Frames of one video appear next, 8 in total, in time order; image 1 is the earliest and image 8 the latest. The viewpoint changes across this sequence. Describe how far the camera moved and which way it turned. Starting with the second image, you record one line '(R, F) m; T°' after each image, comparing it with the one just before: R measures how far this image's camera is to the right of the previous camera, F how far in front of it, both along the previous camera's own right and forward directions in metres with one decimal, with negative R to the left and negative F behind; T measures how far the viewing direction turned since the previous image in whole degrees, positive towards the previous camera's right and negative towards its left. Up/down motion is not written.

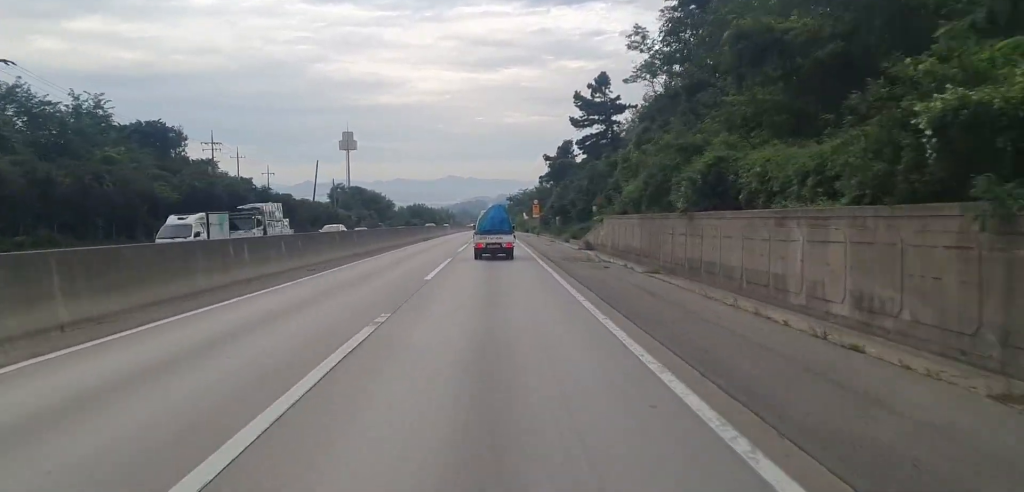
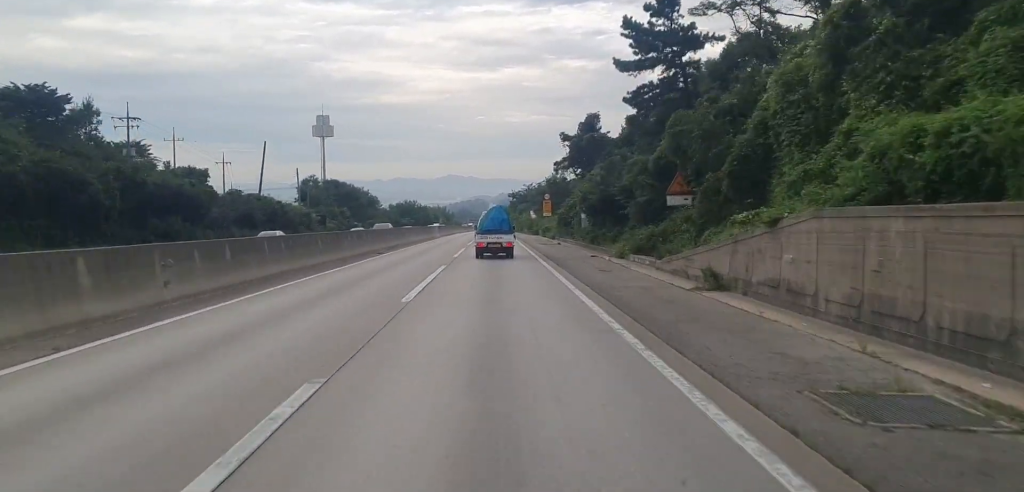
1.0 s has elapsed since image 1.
(-0.2, +27.4) m; 0°
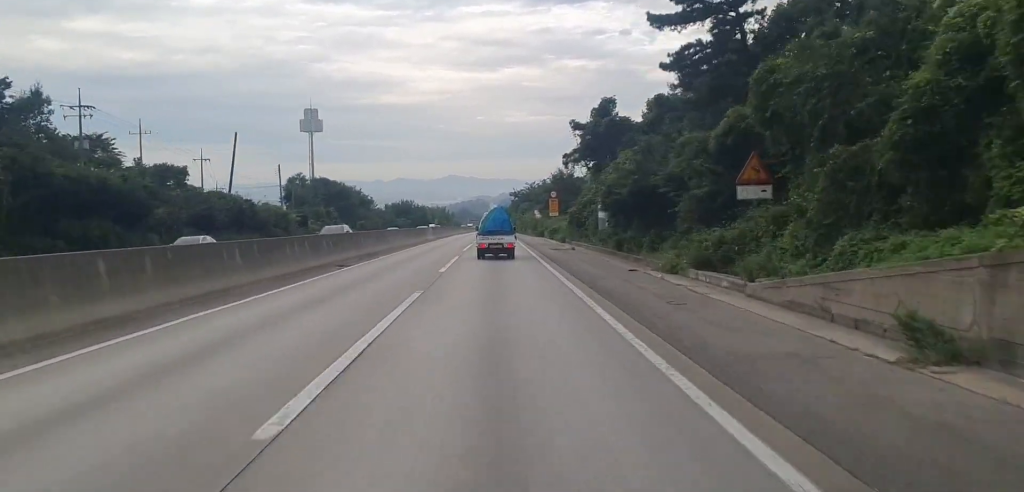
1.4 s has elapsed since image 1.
(0.0, +10.6) m; 0°
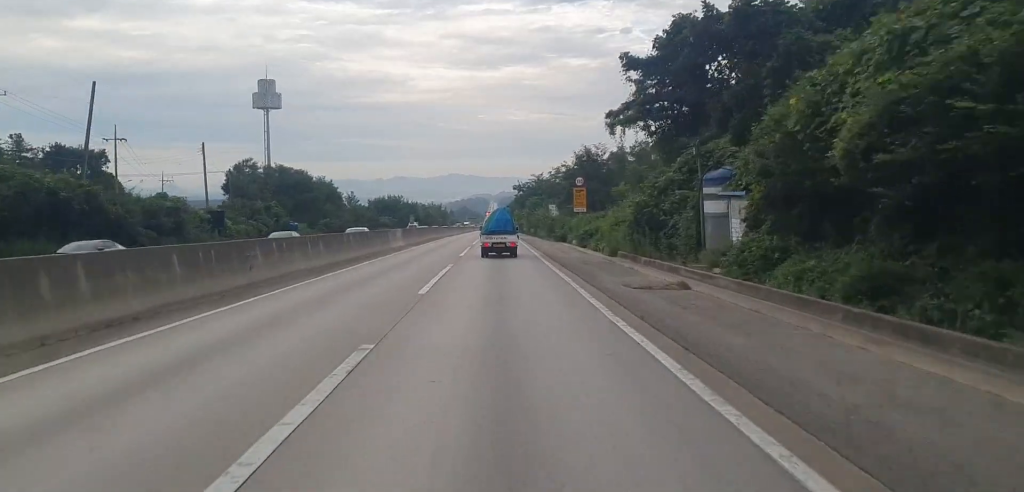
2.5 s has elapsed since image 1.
(+0.2, +28.6) m; +1°
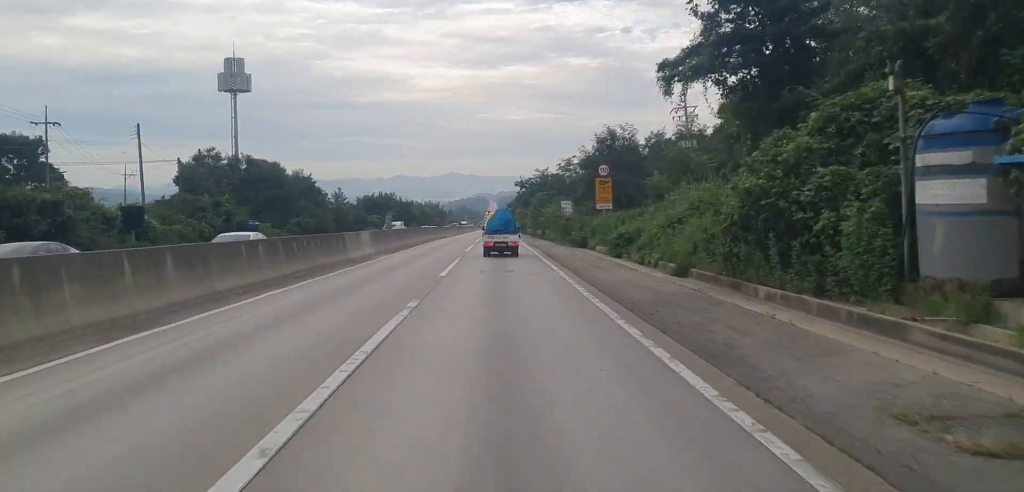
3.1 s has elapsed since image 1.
(0.0, +14.4) m; 0°
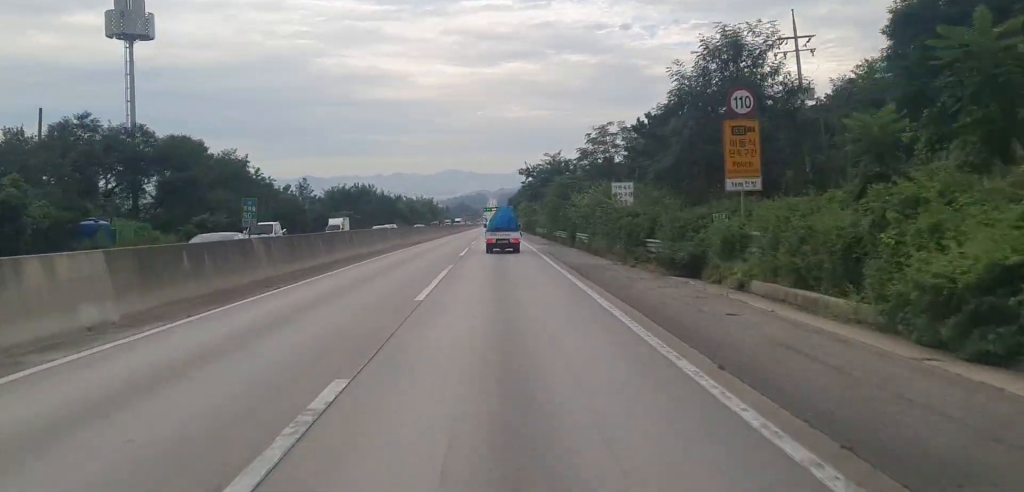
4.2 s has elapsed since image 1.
(0.0, +28.7) m; 0°
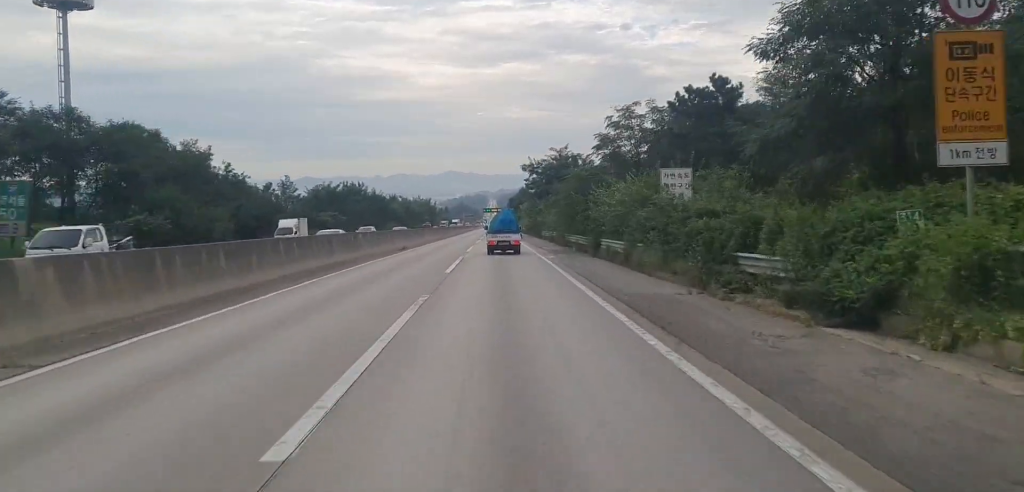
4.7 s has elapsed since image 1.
(0.0, +10.9) m; 0°
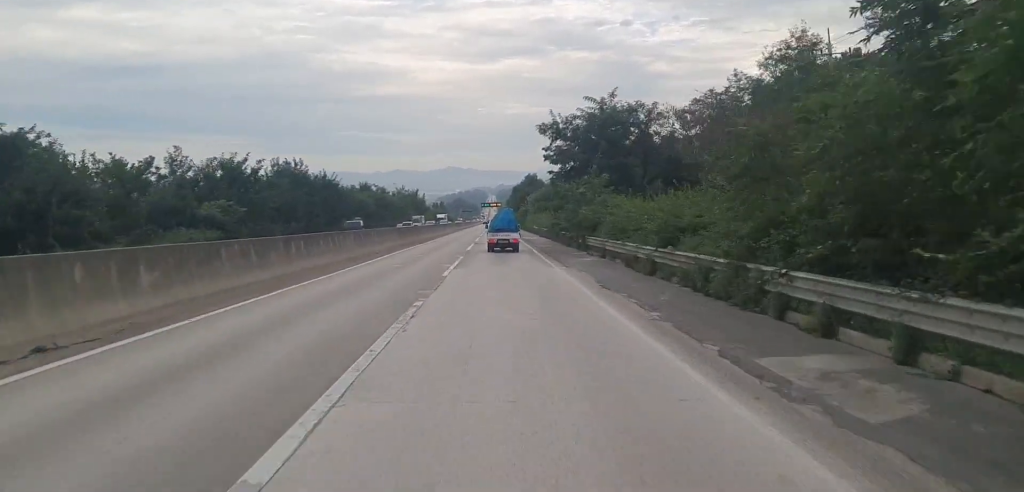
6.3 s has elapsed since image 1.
(0.0, +41.2) m; 0°
